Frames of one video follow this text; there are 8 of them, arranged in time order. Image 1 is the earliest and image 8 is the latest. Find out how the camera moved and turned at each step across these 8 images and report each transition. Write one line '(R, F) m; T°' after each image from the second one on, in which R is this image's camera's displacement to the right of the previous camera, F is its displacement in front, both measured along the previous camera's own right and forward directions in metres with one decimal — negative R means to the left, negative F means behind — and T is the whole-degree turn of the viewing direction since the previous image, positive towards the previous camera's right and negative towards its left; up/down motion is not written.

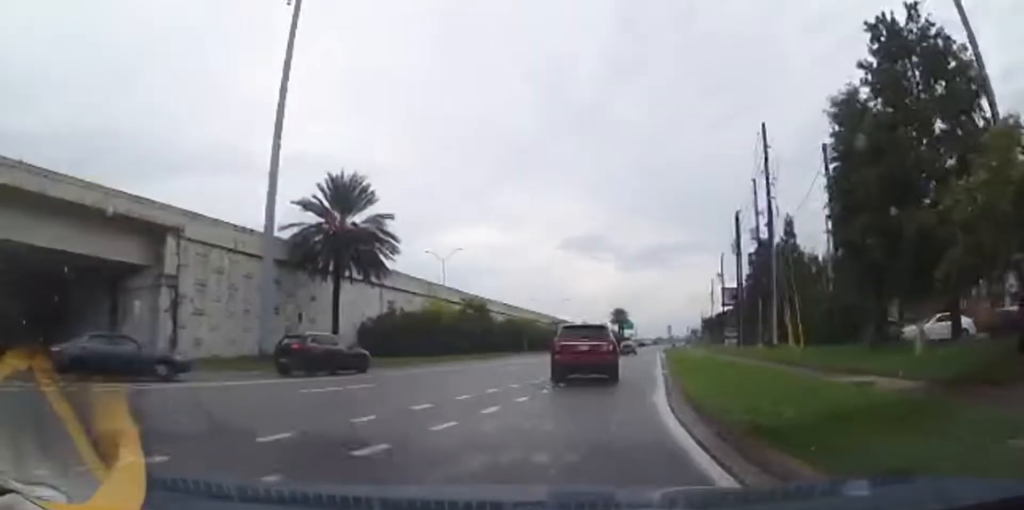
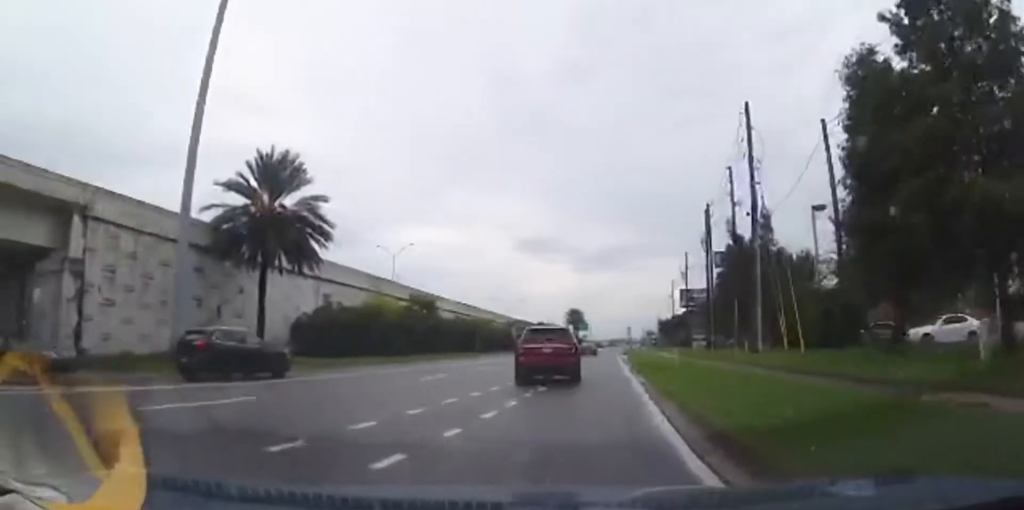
(+0.5, +4.3) m; +6°
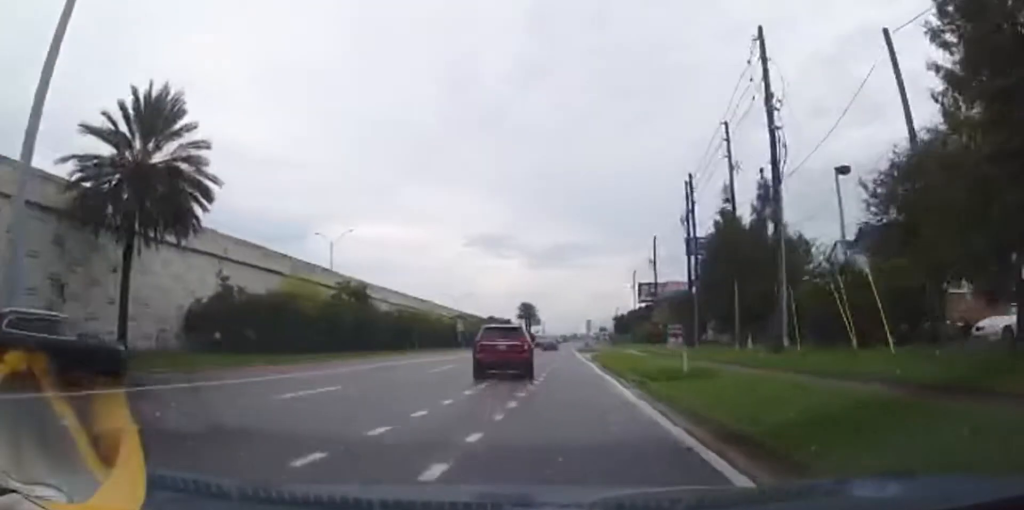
(+0.6, +7.5) m; +9°
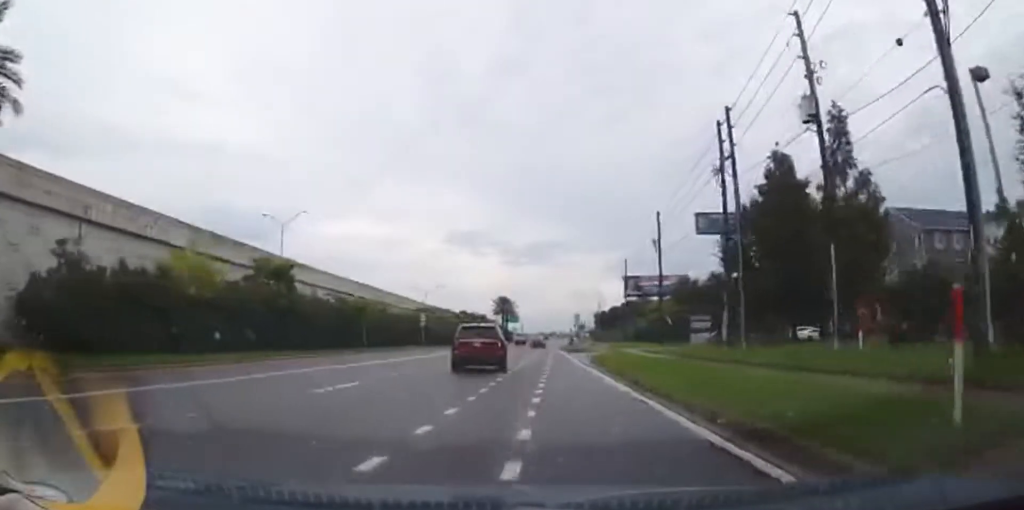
(+1.0, +9.8) m; +14°
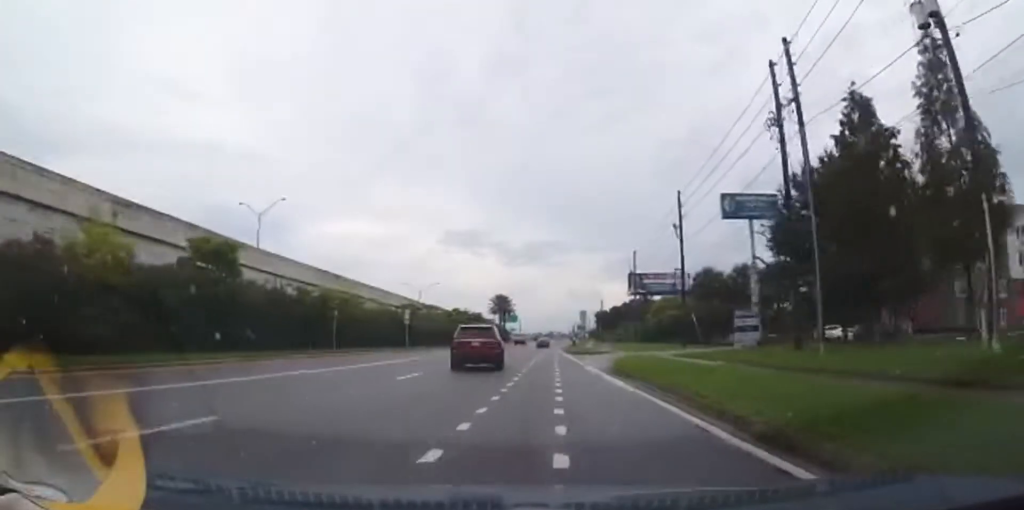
(+0.4, +6.2) m; +7°
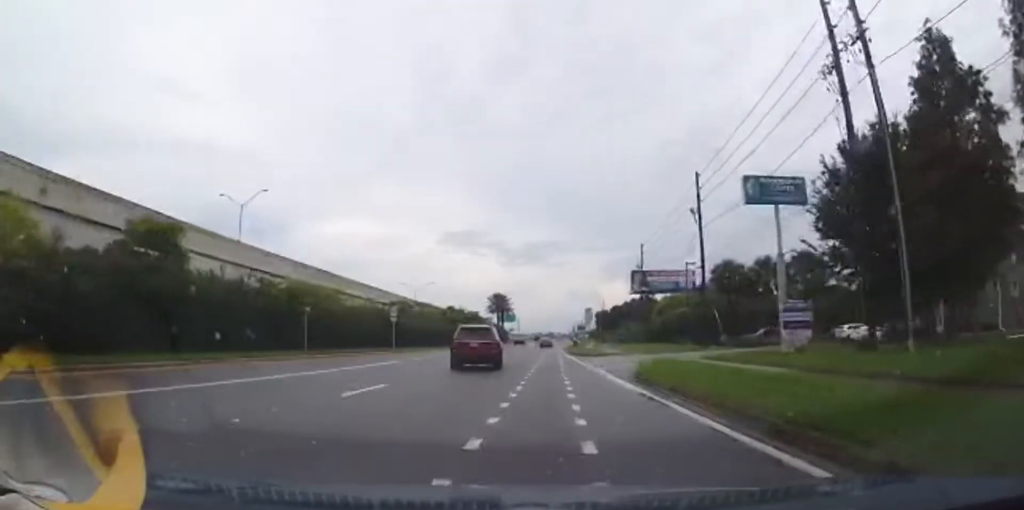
(+0.5, +4.6) m; +2°
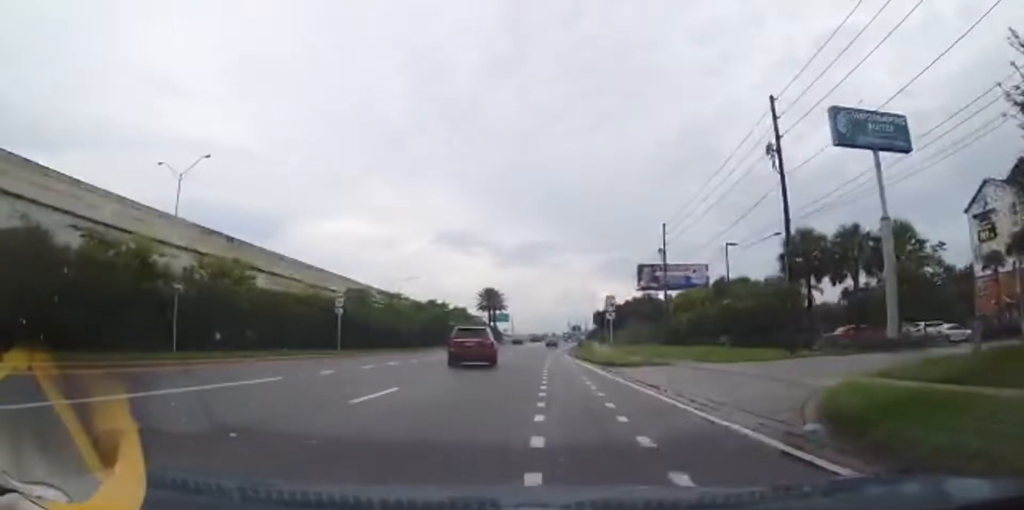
(+0.3, +11.9) m; 0°
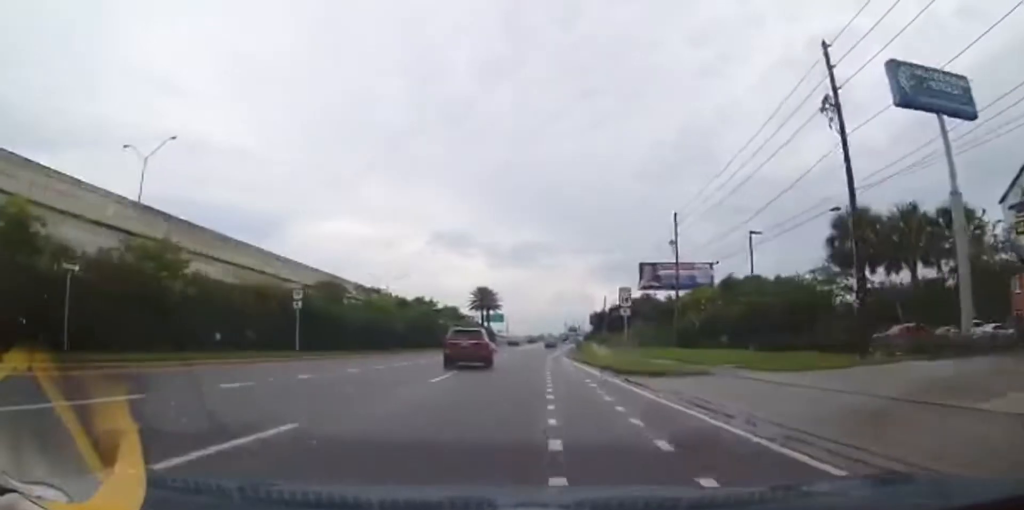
(0.0, +5.2) m; -2°
